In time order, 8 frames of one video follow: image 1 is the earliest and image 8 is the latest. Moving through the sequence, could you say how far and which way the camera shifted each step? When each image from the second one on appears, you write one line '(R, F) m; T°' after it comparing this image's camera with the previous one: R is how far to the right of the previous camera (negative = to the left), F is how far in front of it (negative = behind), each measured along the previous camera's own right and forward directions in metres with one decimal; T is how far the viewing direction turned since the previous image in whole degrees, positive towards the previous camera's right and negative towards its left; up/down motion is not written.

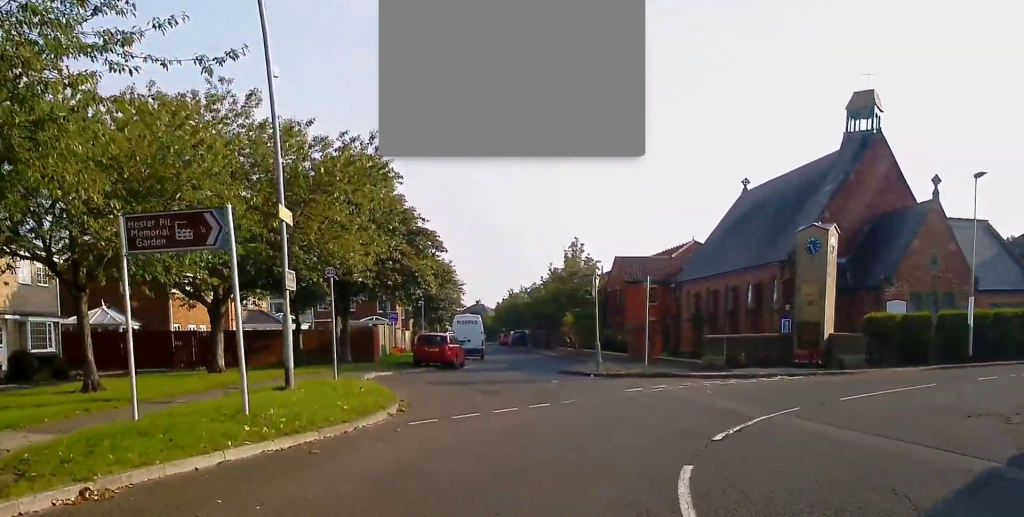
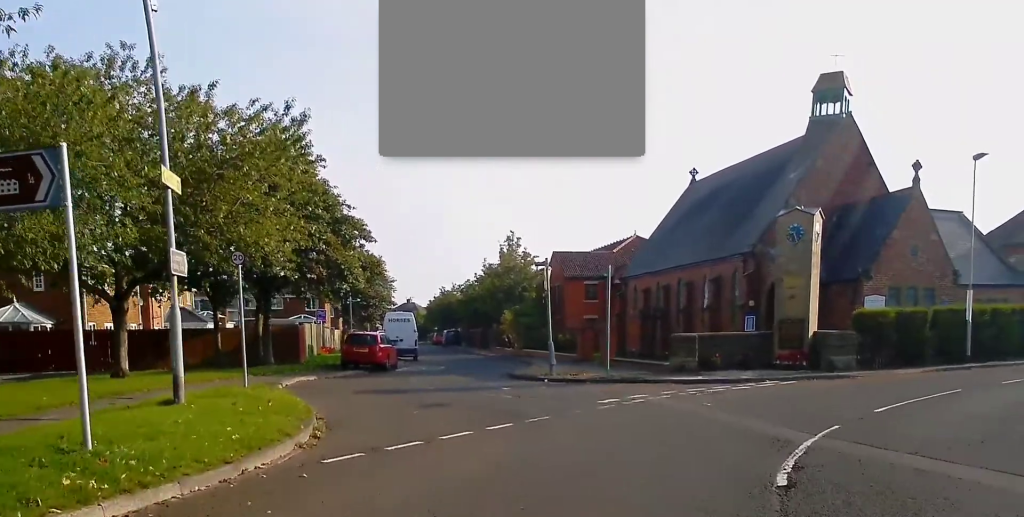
(+0.3, +3.2) m; +7°
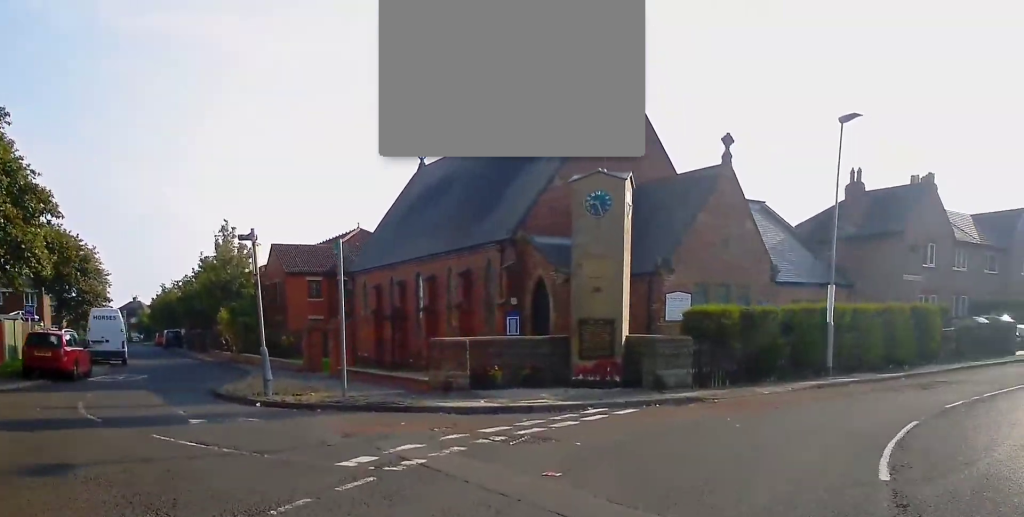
(+0.8, +6.1) m; +12°
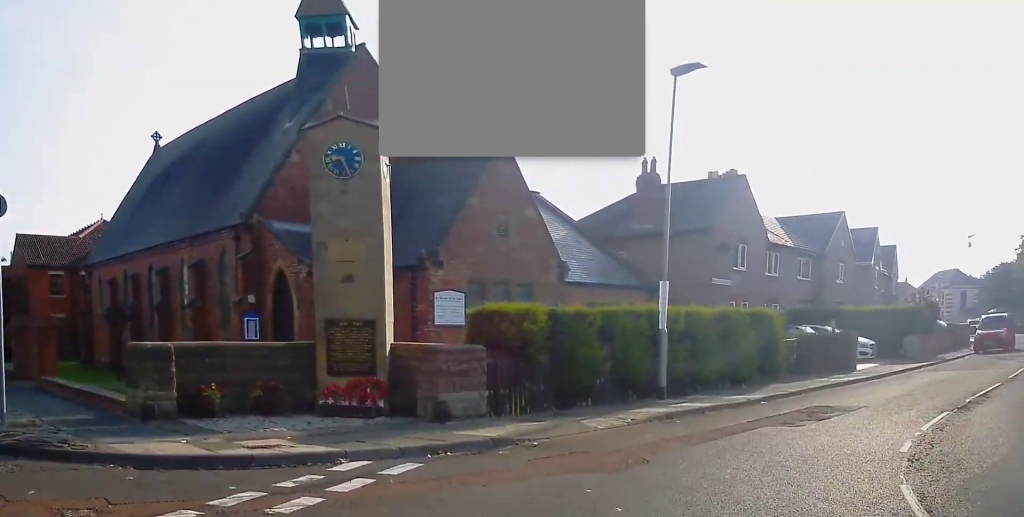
(+0.4, +4.8) m; +18°
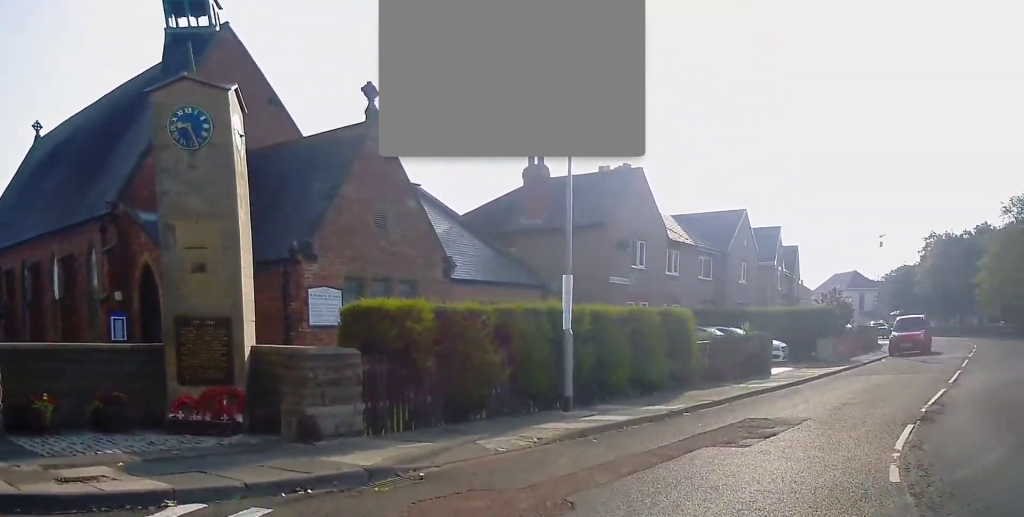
(+0.1, +1.9) m; +10°
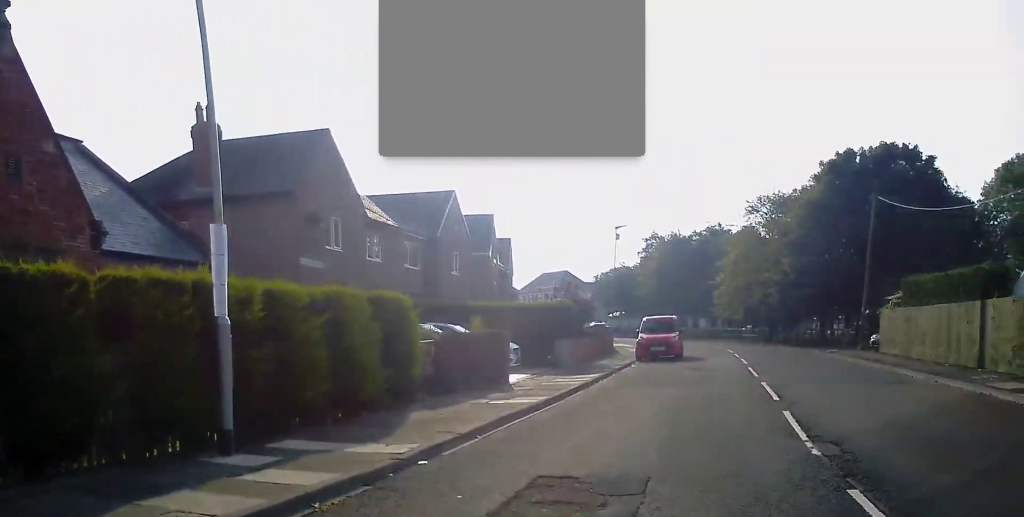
(+1.4, +4.9) m; +24°
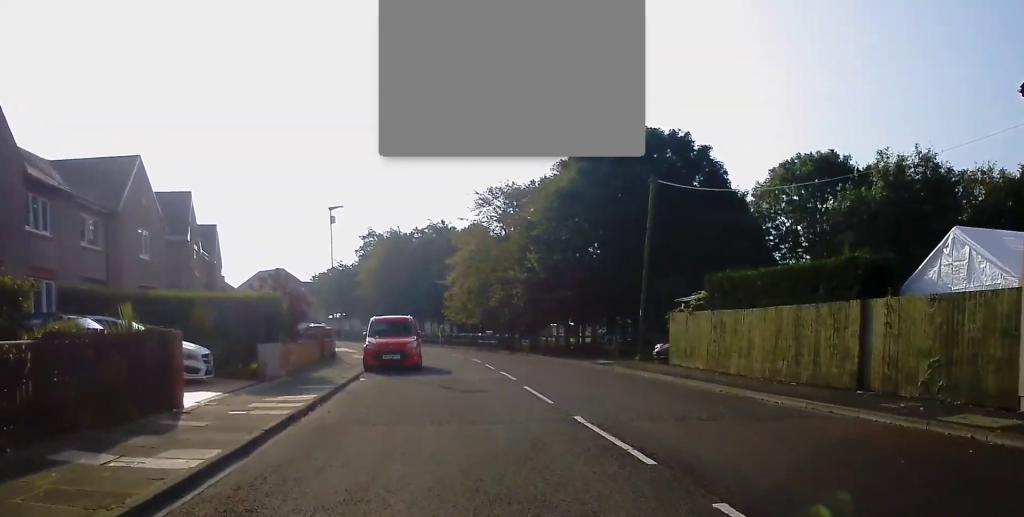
(+1.3, +6.3) m; +17°
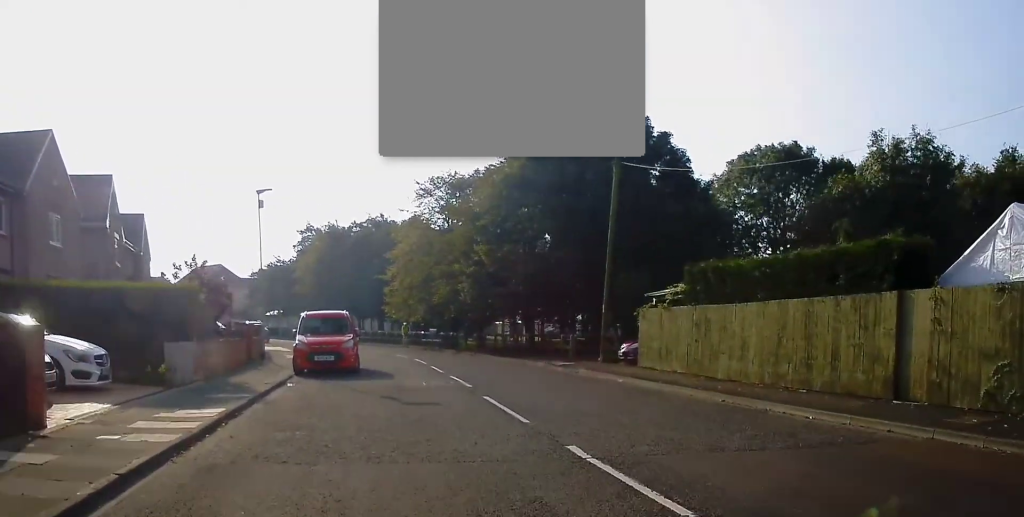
(+0.1, +3.2) m; +5°
